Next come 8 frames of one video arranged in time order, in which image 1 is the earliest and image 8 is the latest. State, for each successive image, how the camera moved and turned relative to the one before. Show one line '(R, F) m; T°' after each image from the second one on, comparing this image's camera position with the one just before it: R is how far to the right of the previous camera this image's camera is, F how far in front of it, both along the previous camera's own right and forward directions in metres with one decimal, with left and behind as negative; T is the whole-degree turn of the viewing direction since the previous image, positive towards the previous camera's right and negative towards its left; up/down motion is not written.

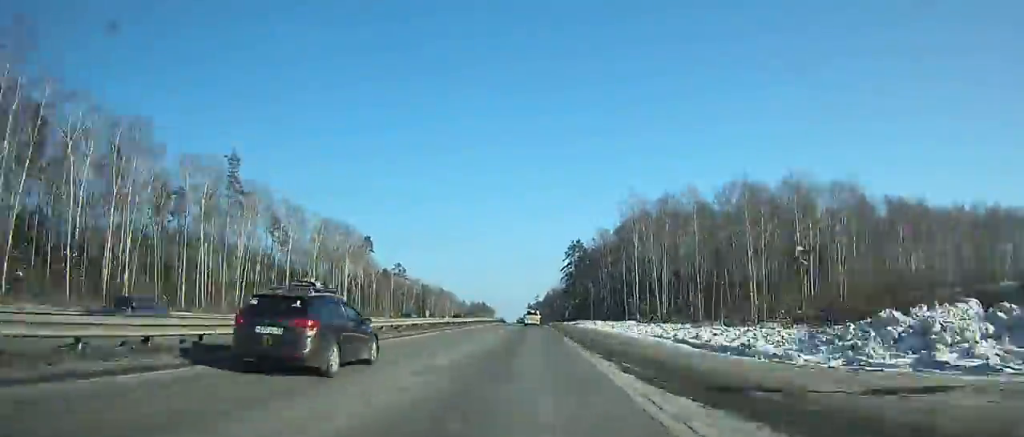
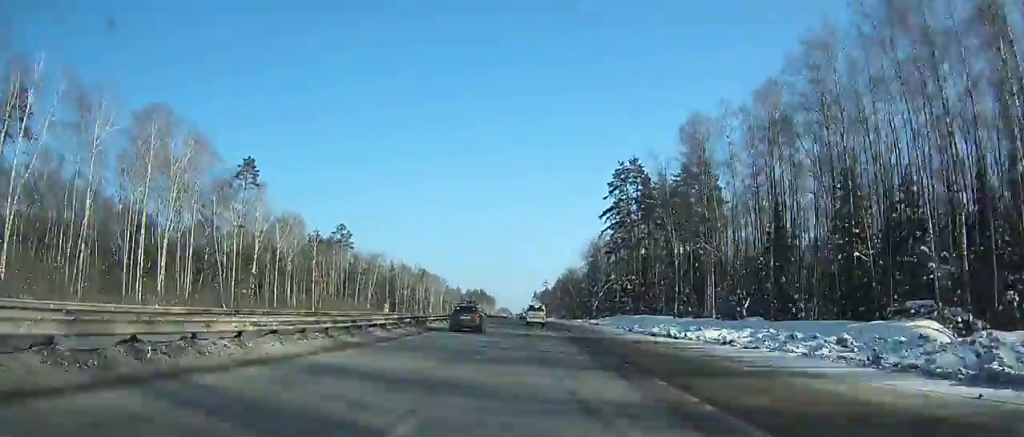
(-0.1, +94.4) m; -1°
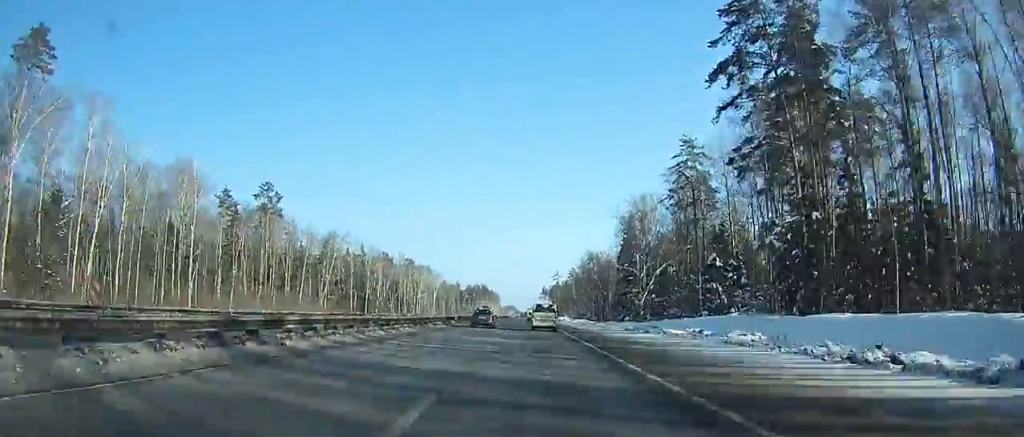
(-0.4, +61.9) m; -1°
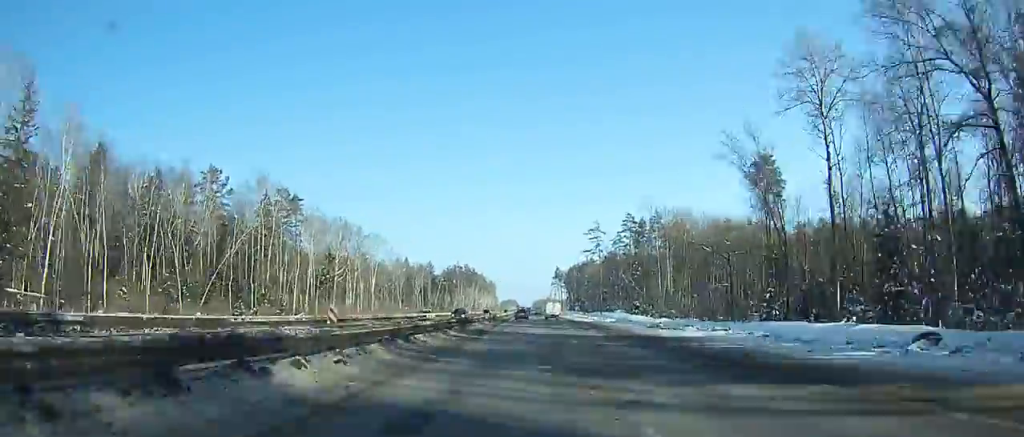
(-1.1, +157.5) m; 0°
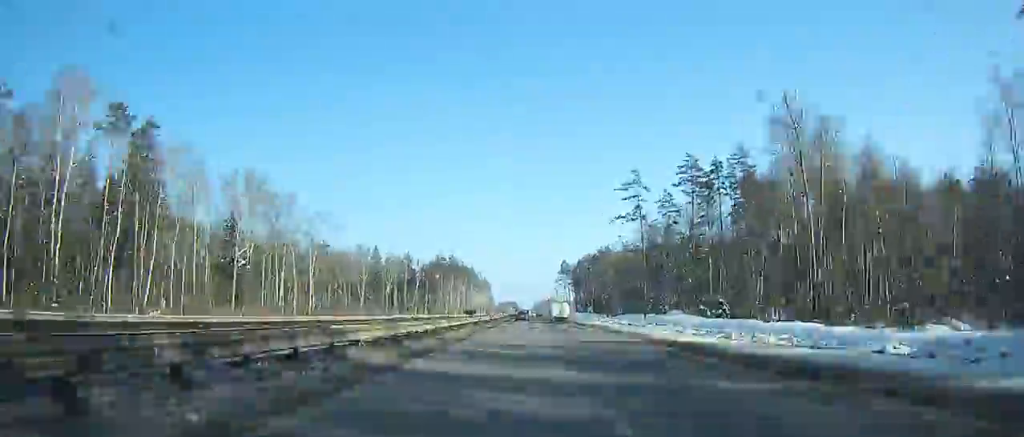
(+0.3, +58.6) m; 0°
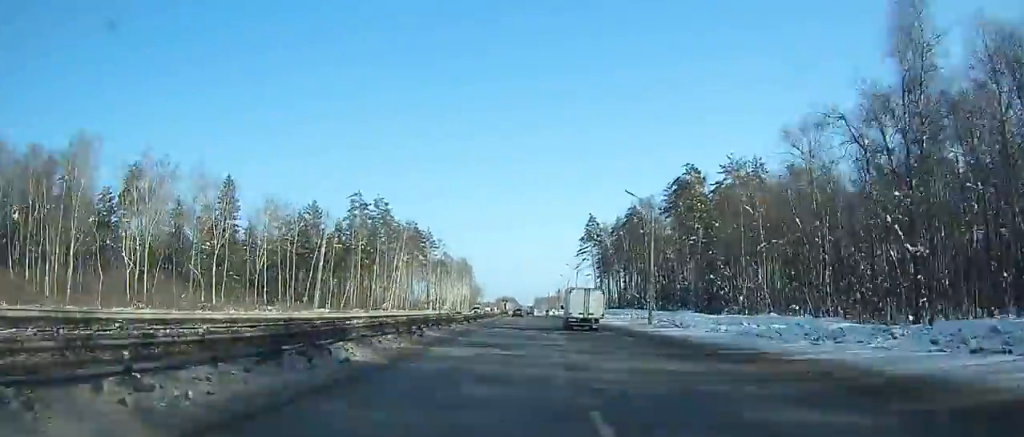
(+0.1, +112.8) m; 0°
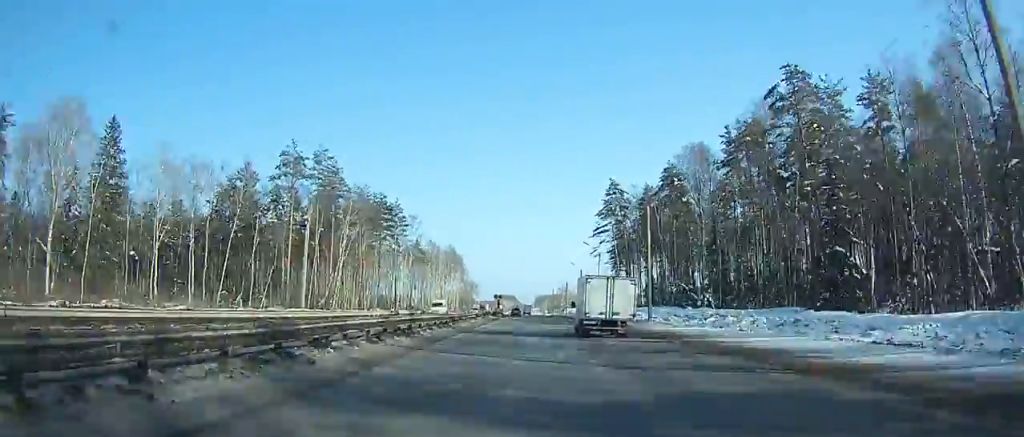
(+0.1, +35.9) m; 0°
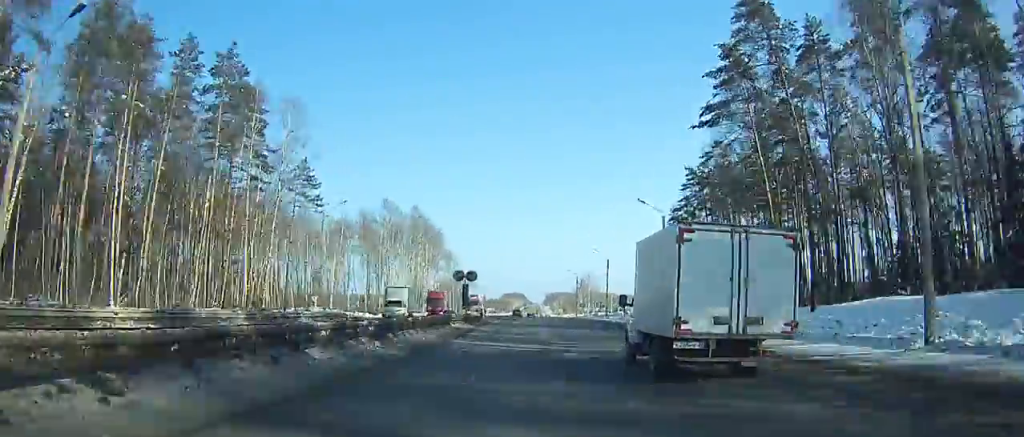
(-0.5, +68.0) m; -1°
